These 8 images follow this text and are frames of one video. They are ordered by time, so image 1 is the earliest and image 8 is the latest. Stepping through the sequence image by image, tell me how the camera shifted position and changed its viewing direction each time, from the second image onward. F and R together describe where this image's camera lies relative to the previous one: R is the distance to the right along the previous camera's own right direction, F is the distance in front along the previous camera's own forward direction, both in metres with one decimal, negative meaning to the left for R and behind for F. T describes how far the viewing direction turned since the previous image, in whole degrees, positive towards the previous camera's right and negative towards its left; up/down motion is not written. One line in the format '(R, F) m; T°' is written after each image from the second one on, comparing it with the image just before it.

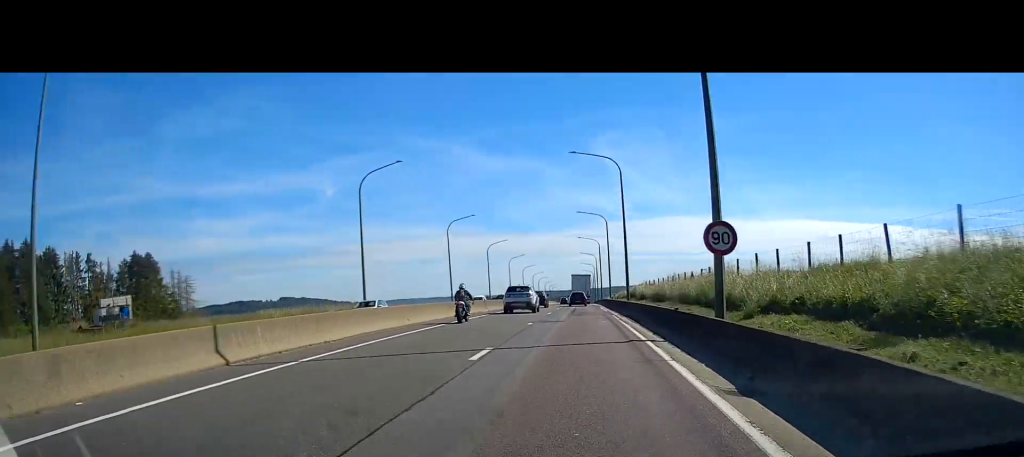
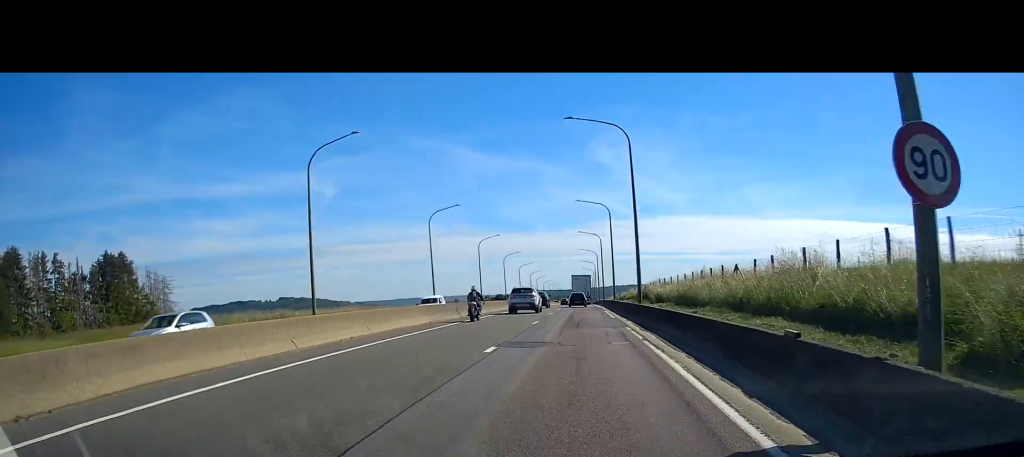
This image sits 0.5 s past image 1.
(0.0, +10.8) m; 0°
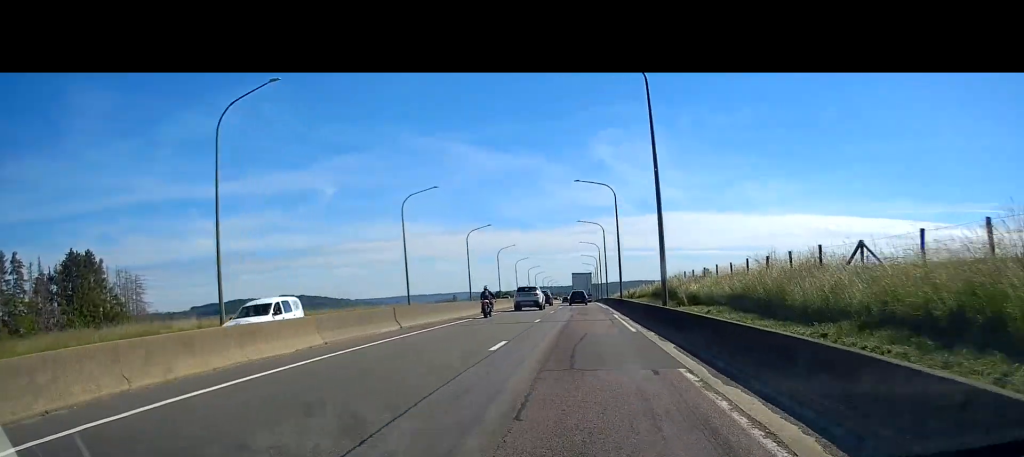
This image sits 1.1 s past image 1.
(0.0, +12.3) m; 0°
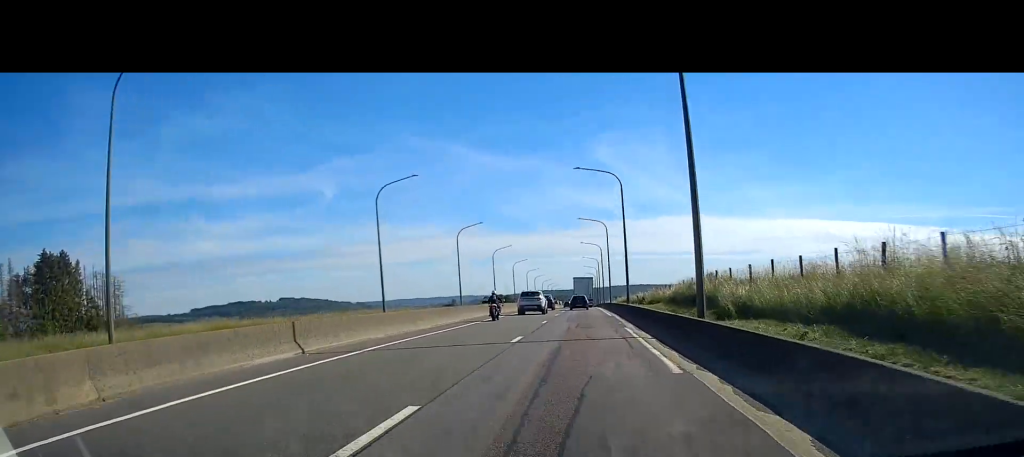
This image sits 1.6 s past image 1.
(0.0, +8.9) m; 0°
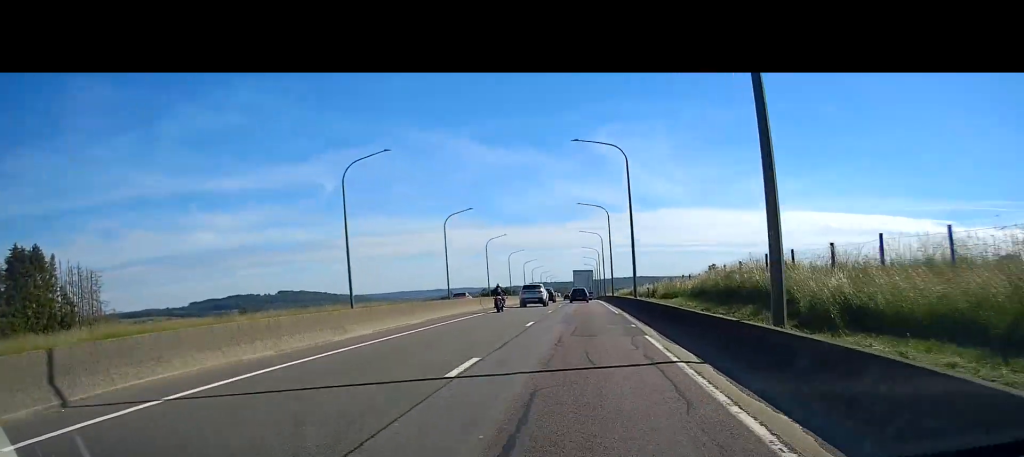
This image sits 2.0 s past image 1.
(0.0, +8.2) m; 0°
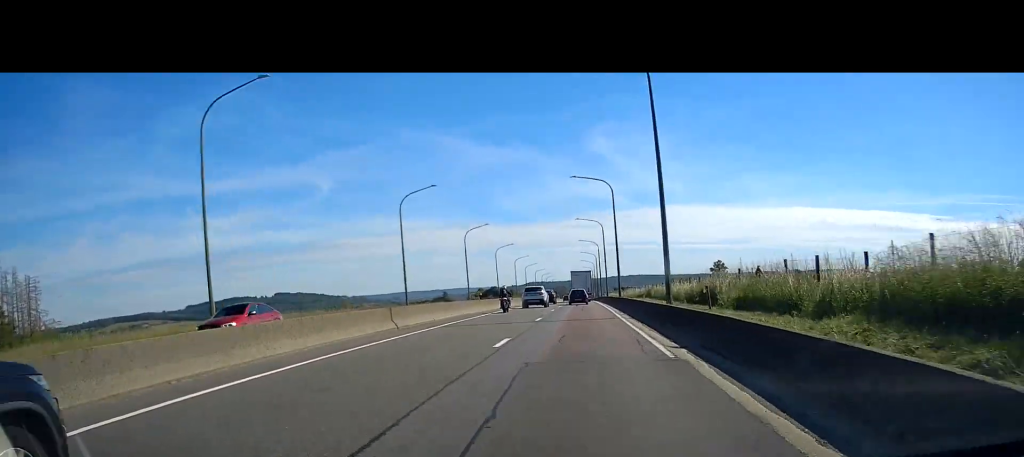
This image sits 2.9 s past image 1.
(+0.1, +19.9) m; +1°
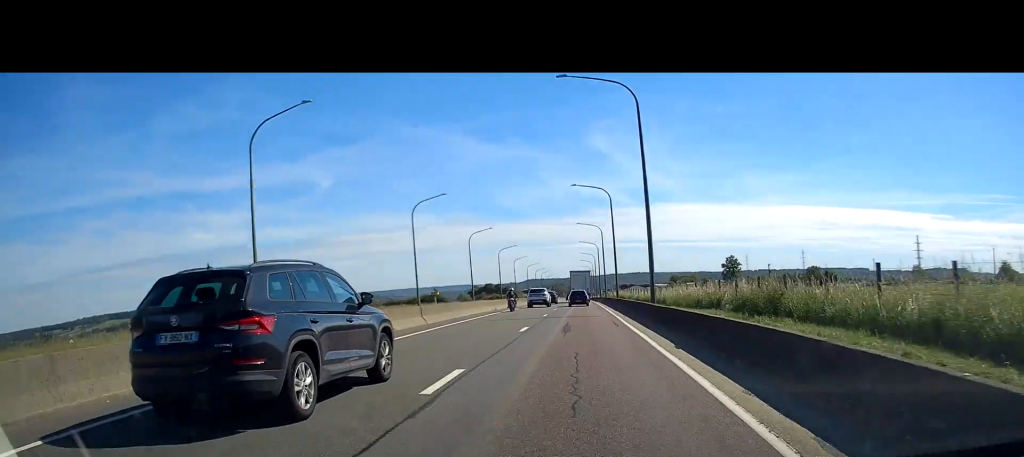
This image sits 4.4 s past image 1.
(+0.1, +30.8) m; 0°
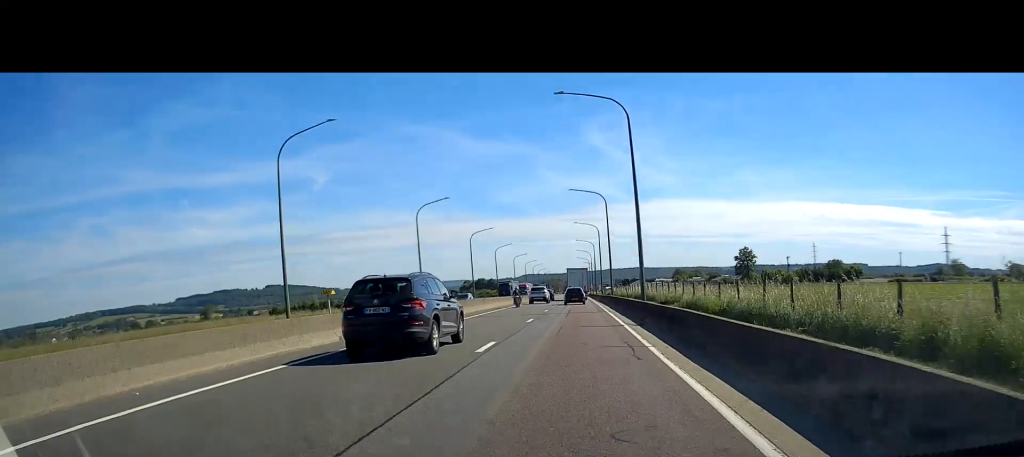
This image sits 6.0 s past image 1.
(-0.2, +32.0) m; 0°
